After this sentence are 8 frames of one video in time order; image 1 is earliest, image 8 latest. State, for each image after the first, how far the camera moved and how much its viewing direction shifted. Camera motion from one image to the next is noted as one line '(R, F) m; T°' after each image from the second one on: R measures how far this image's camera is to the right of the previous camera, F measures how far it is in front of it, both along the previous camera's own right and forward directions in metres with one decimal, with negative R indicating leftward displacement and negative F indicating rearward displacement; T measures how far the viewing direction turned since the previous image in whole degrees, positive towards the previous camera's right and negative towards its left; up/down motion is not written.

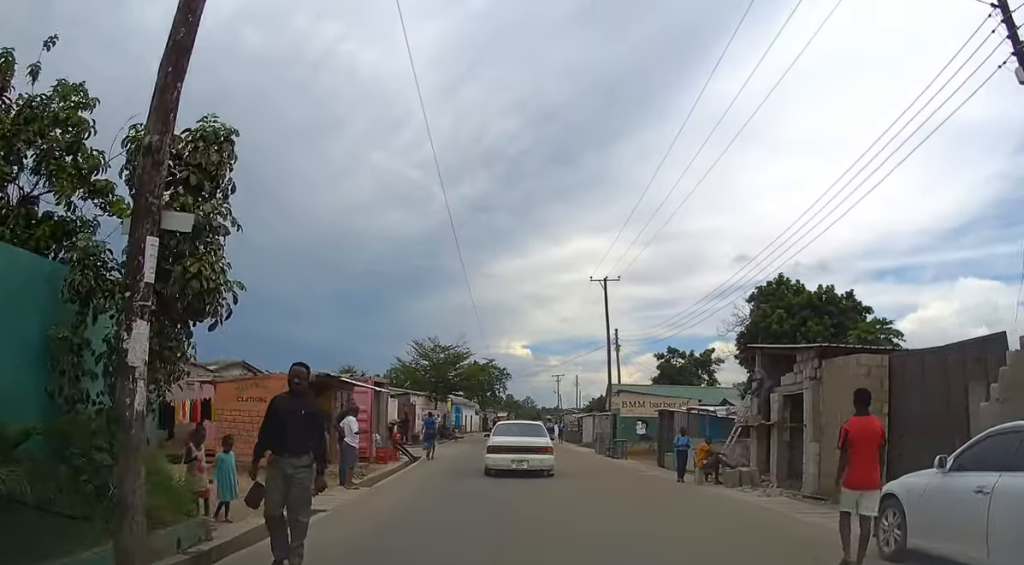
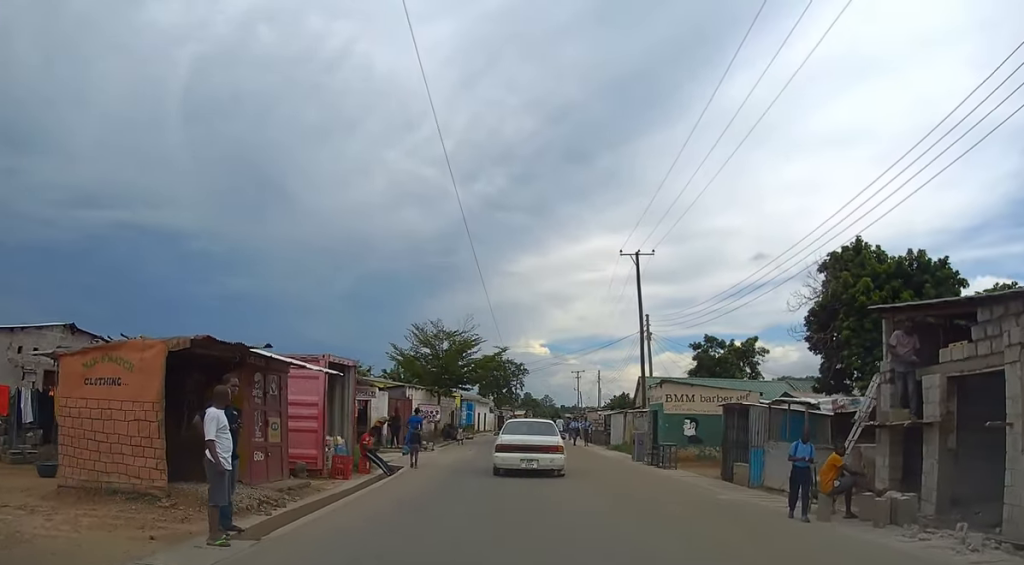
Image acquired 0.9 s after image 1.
(-0.1, +6.7) m; -1°
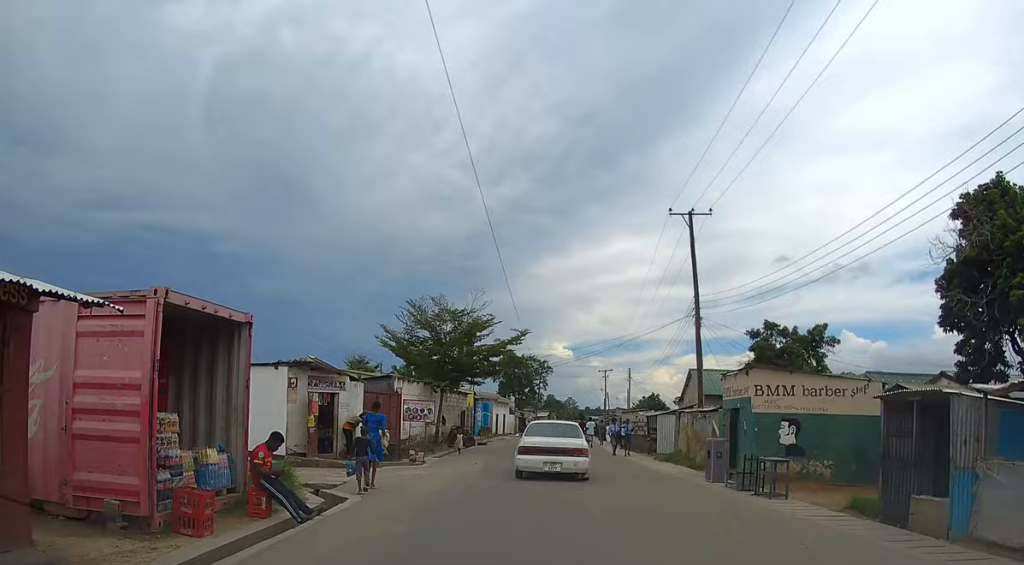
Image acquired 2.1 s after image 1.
(0.0, +8.0) m; -1°
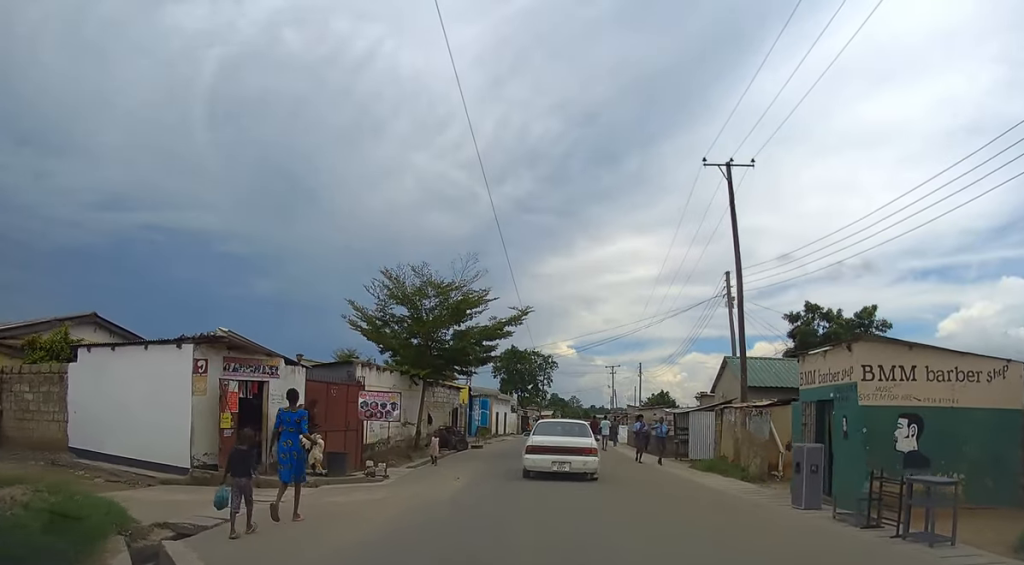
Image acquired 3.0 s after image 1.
(-0.1, +5.9) m; -2°
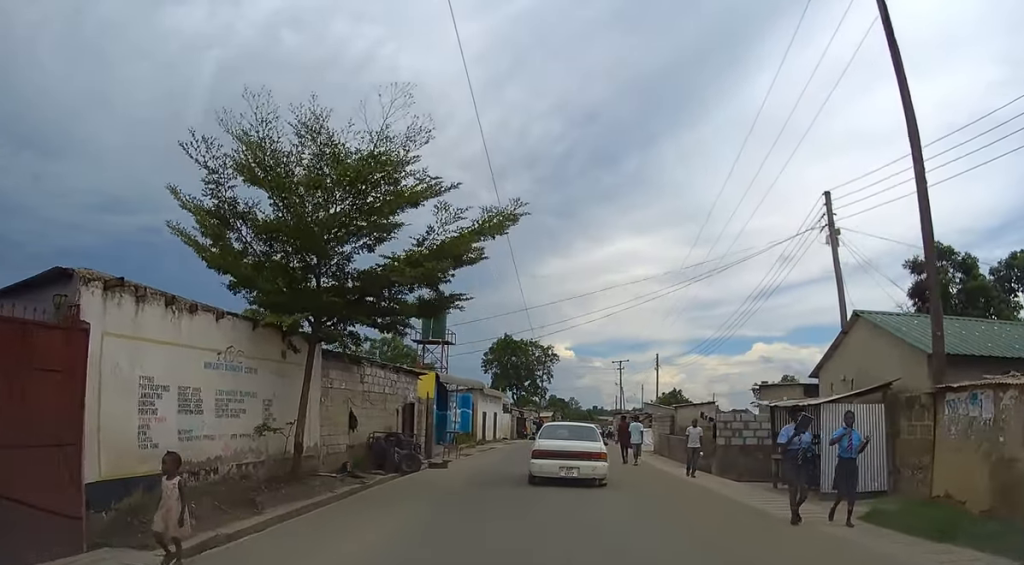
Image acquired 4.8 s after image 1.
(-0.1, +12.4) m; -1°
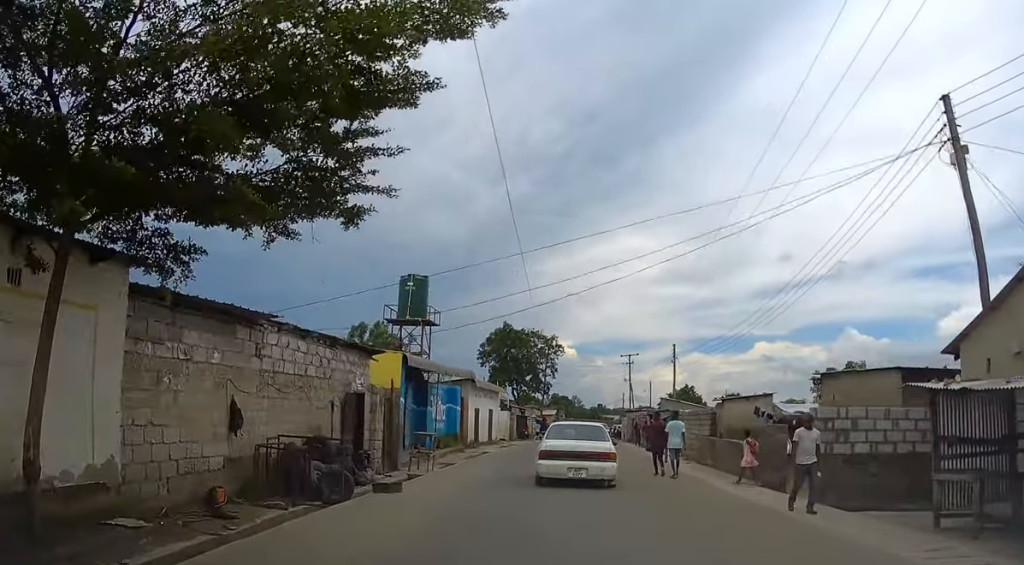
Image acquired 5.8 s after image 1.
(0.0, +7.2) m; 0°
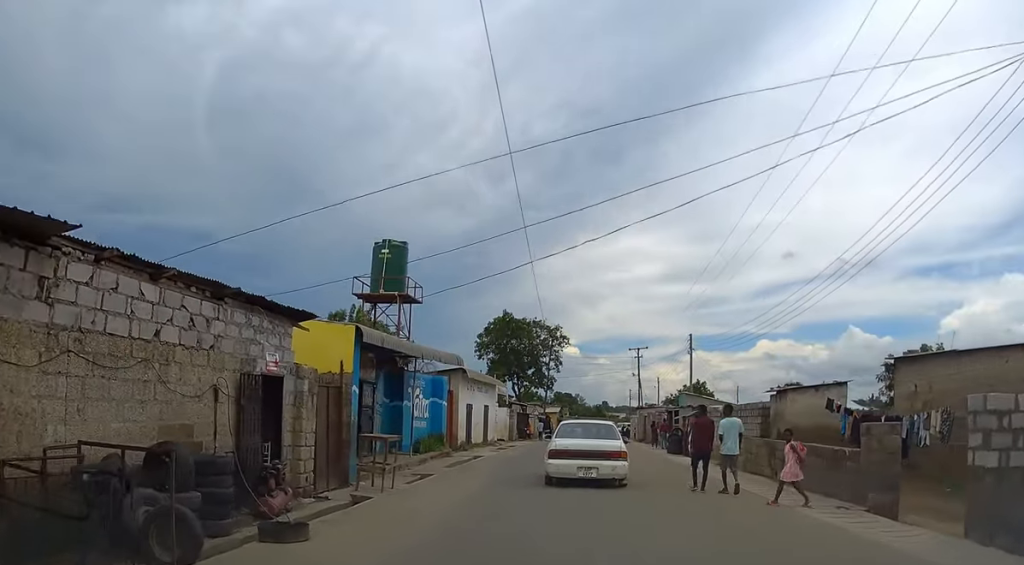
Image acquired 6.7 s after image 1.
(0.0, +5.6) m; +1°
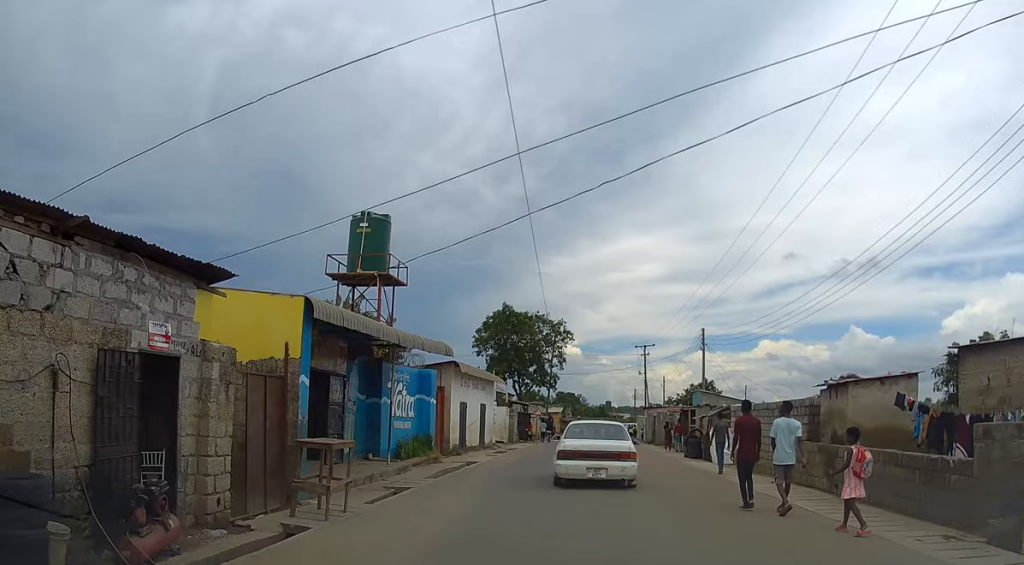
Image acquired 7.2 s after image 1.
(0.0, +3.5) m; +1°
